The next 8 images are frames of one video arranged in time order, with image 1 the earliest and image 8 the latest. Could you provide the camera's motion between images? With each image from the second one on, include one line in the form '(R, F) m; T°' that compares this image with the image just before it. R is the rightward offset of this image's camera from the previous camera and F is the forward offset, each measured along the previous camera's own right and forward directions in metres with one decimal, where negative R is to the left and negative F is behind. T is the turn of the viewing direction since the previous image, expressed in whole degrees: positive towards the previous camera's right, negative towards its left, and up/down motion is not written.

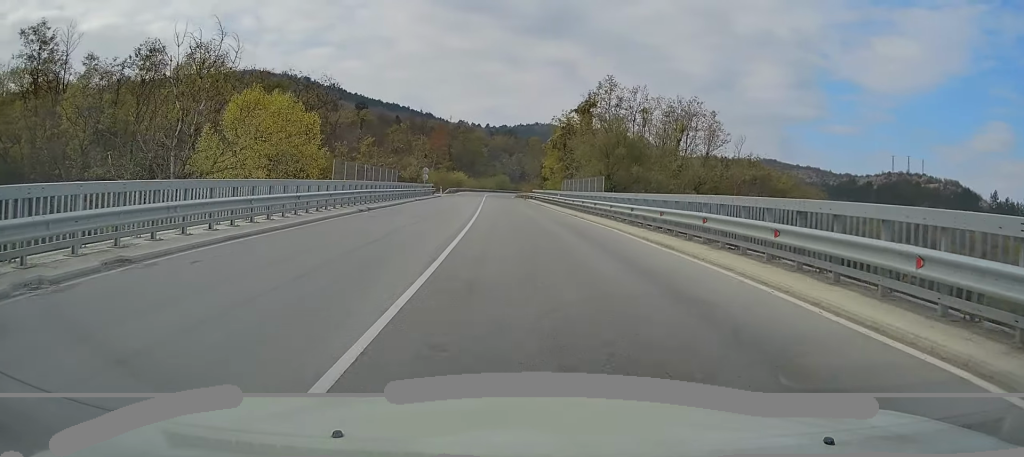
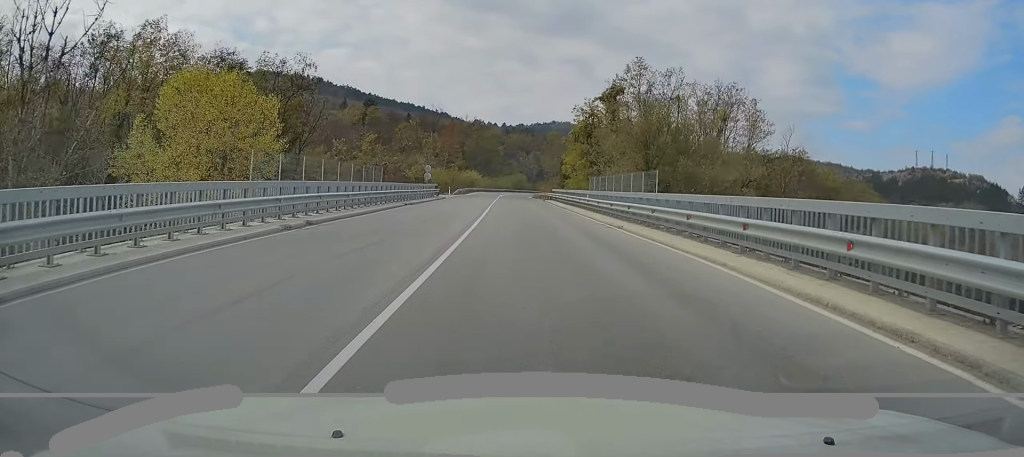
(-0.1, +10.2) m; -1°
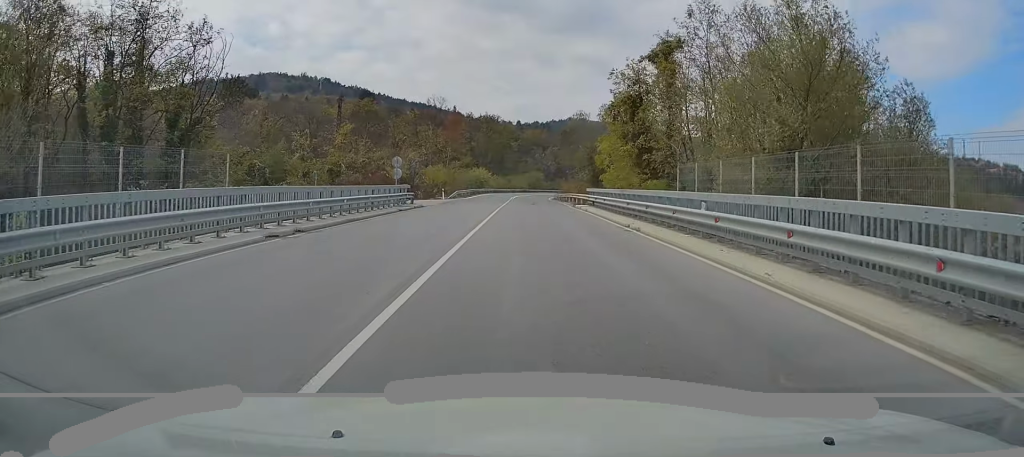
(-0.4, +21.8) m; -2°
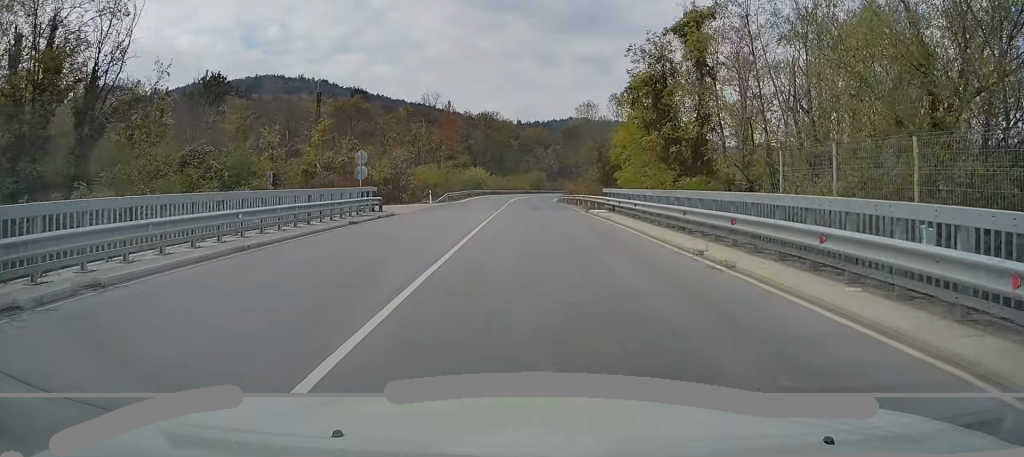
(-0.2, +9.2) m; -1°
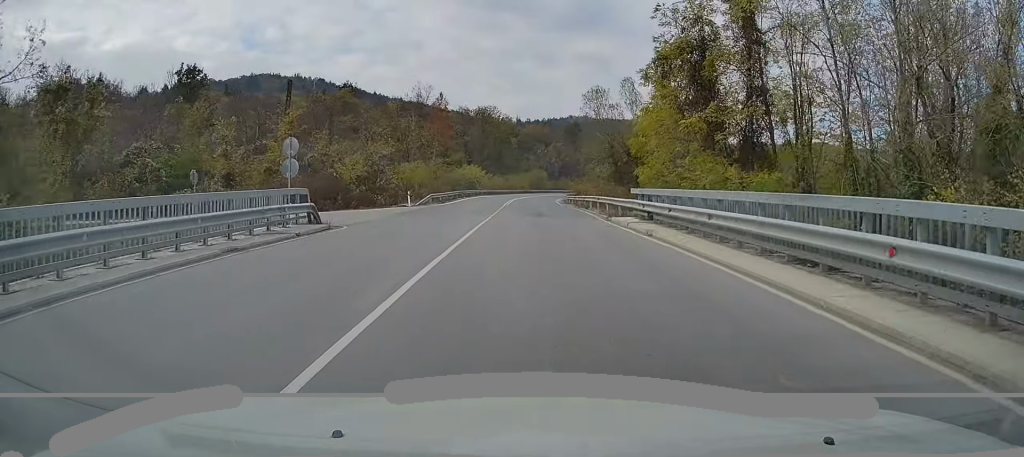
(-0.1, +9.9) m; 0°
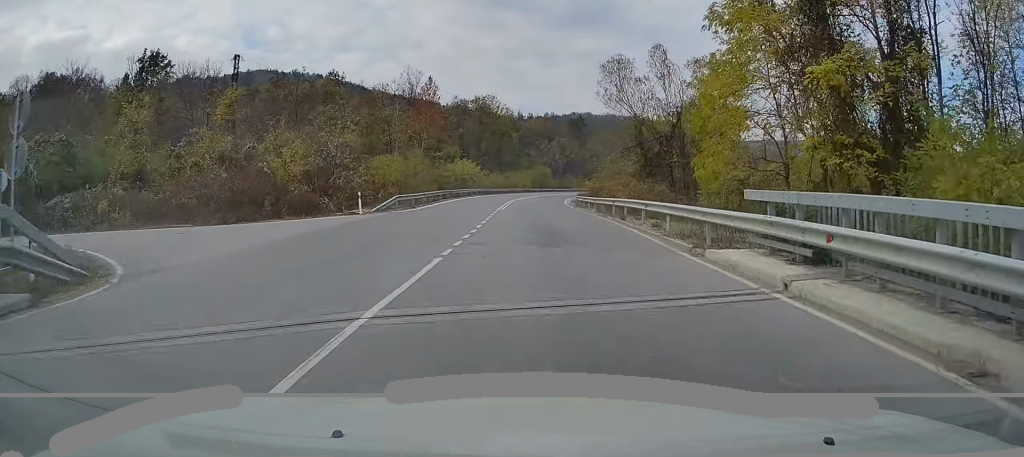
(-0.1, +13.7) m; +1°
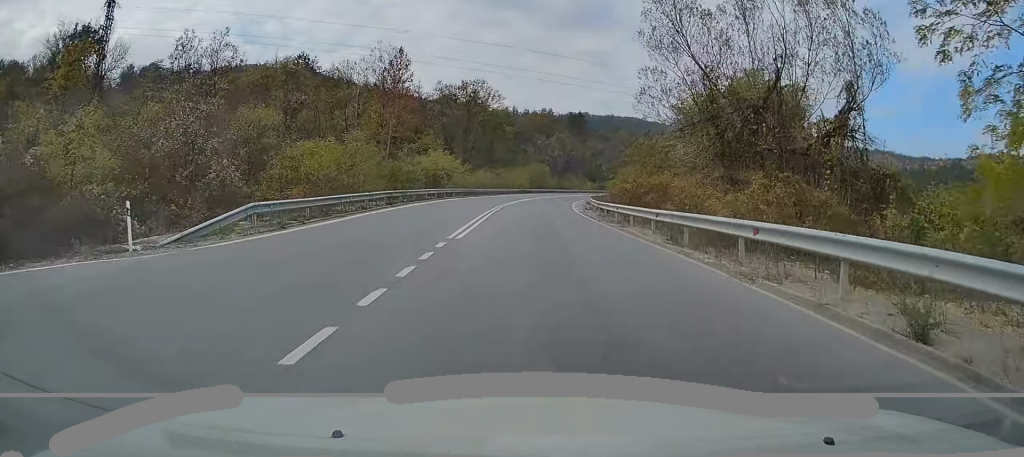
(+0.3, +19.0) m; +1°
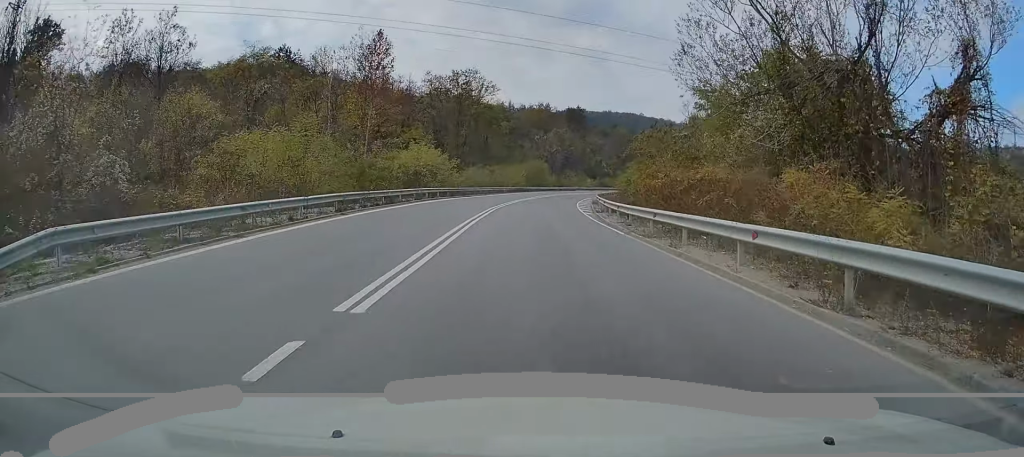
(0.0, +8.3) m; 0°
